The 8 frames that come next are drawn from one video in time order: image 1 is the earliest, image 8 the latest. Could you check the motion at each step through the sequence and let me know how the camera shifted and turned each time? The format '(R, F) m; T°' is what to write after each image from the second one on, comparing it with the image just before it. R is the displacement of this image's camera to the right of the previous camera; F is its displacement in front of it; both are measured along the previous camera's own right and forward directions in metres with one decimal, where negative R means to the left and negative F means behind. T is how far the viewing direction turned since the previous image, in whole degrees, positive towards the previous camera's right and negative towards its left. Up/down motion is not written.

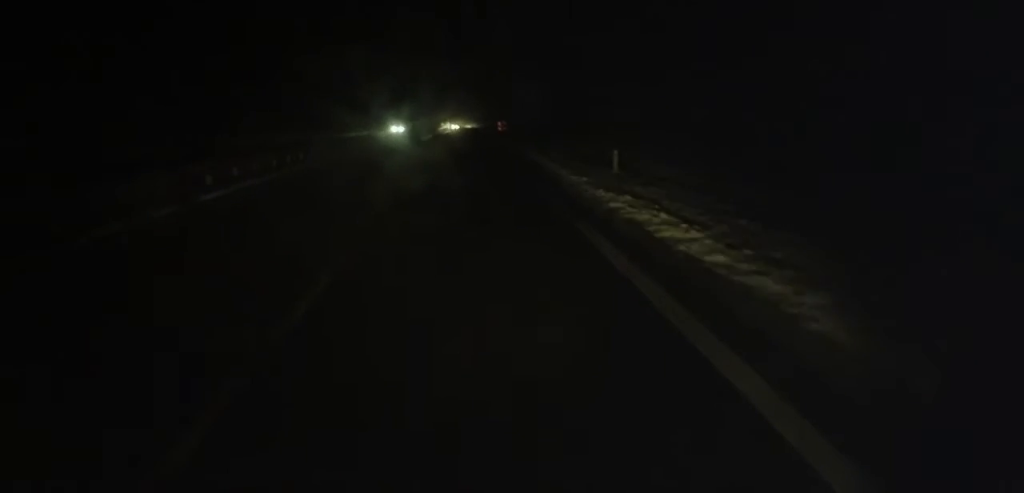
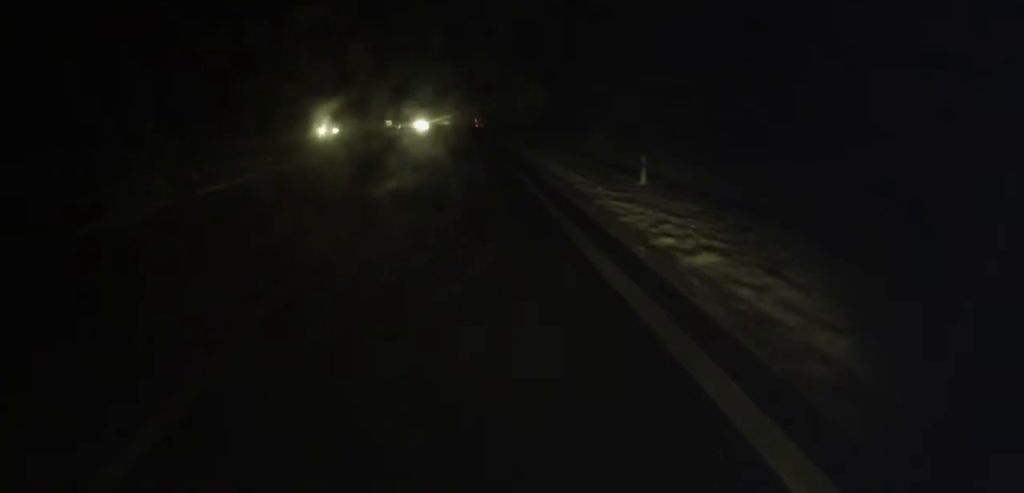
(+1.8, +54.7) m; +4°
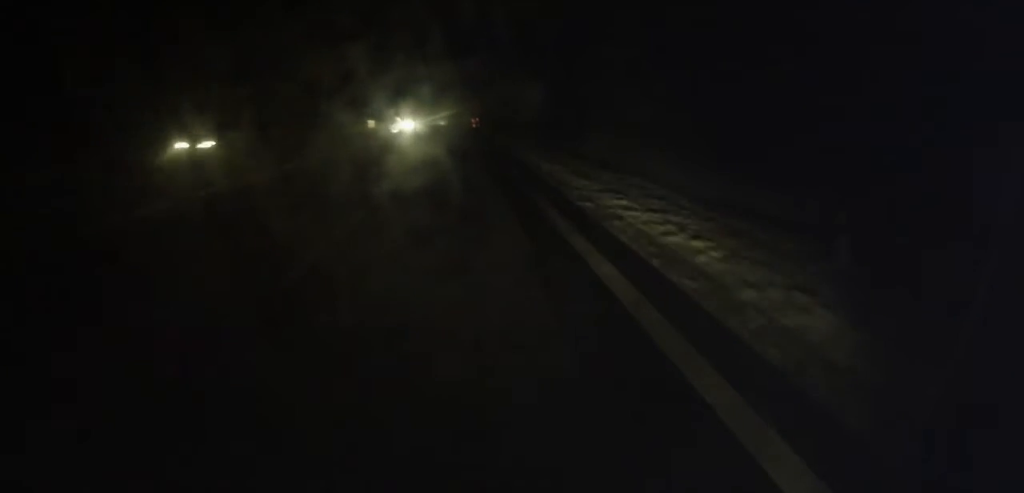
(+0.1, +11.5) m; 0°
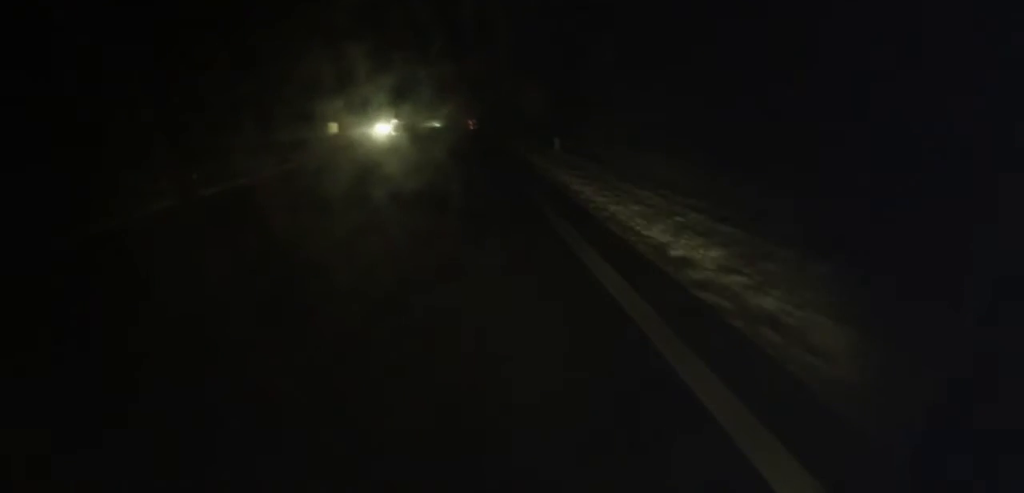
(-0.2, +15.9) m; -1°
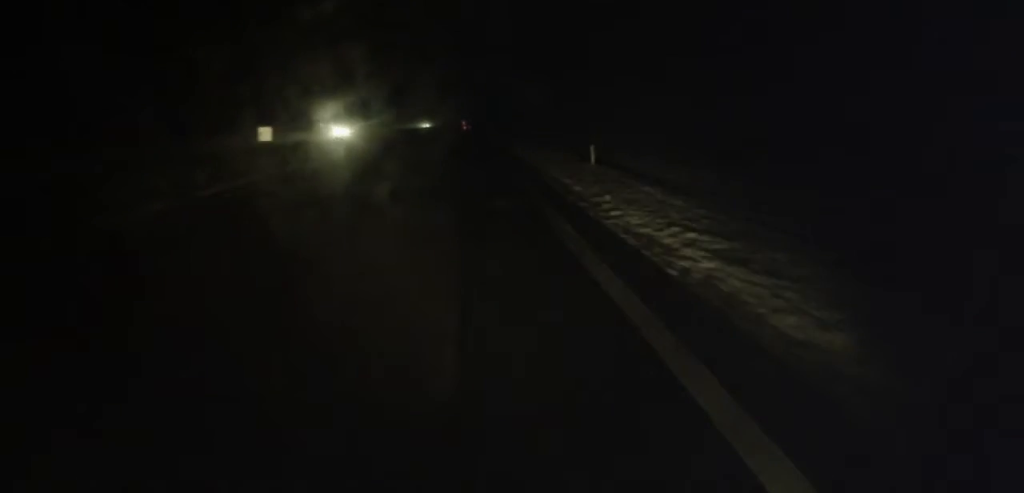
(0.0, +13.3) m; 0°
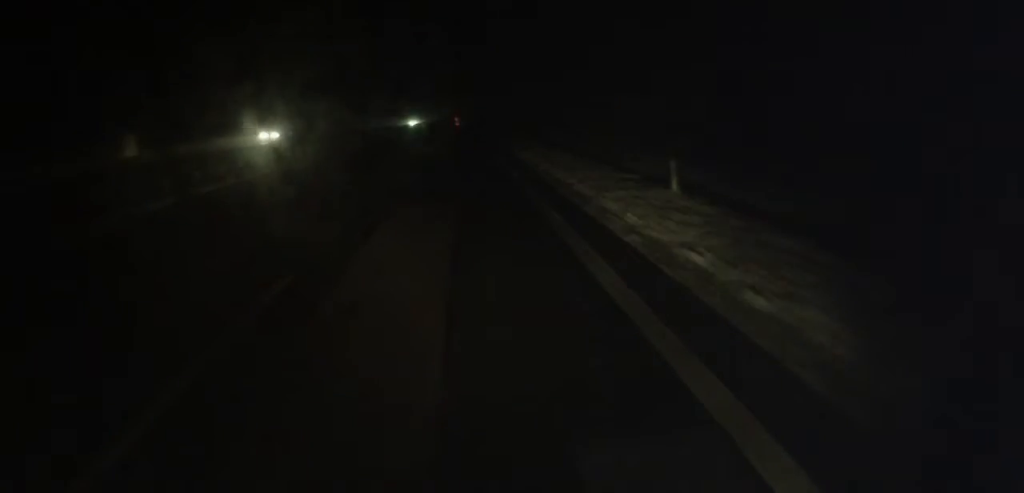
(0.0, +11.9) m; 0°
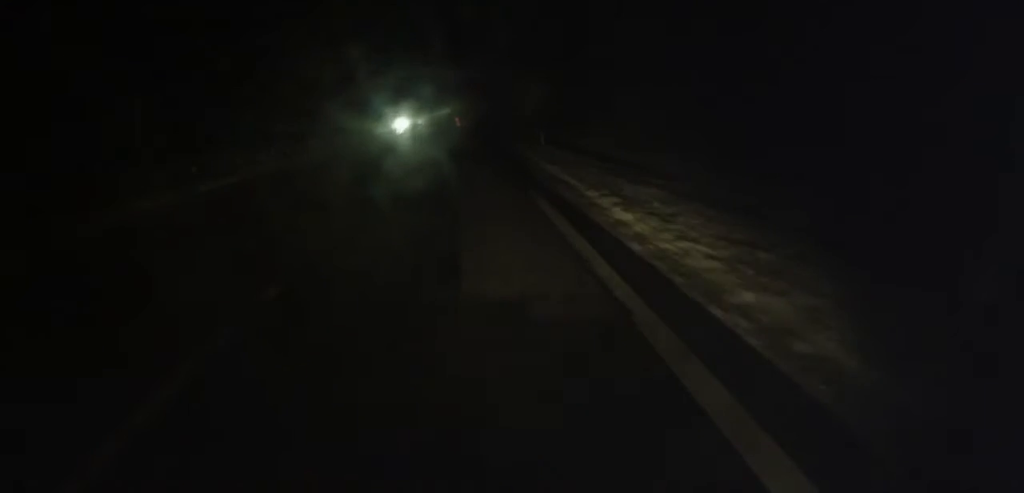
(0.0, +18.7) m; 0°
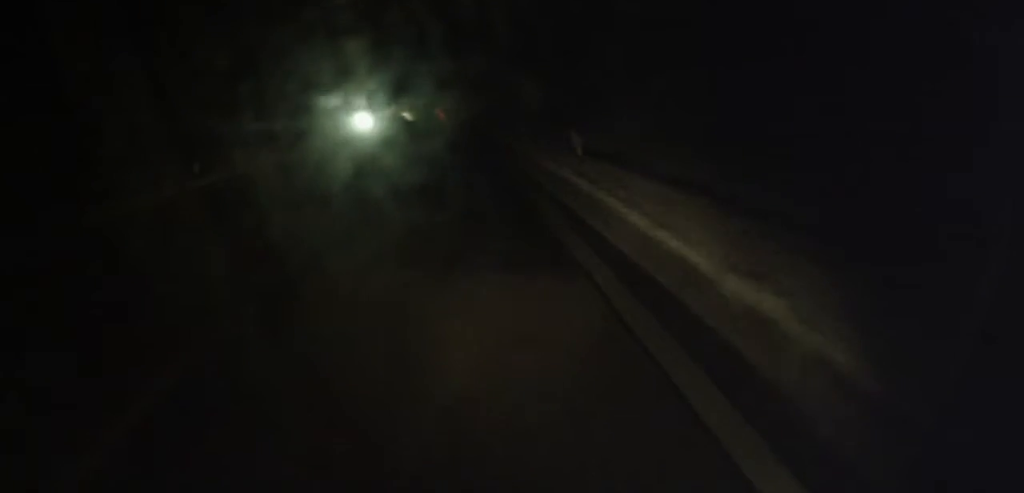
(+0.1, +18.5) m; 0°
